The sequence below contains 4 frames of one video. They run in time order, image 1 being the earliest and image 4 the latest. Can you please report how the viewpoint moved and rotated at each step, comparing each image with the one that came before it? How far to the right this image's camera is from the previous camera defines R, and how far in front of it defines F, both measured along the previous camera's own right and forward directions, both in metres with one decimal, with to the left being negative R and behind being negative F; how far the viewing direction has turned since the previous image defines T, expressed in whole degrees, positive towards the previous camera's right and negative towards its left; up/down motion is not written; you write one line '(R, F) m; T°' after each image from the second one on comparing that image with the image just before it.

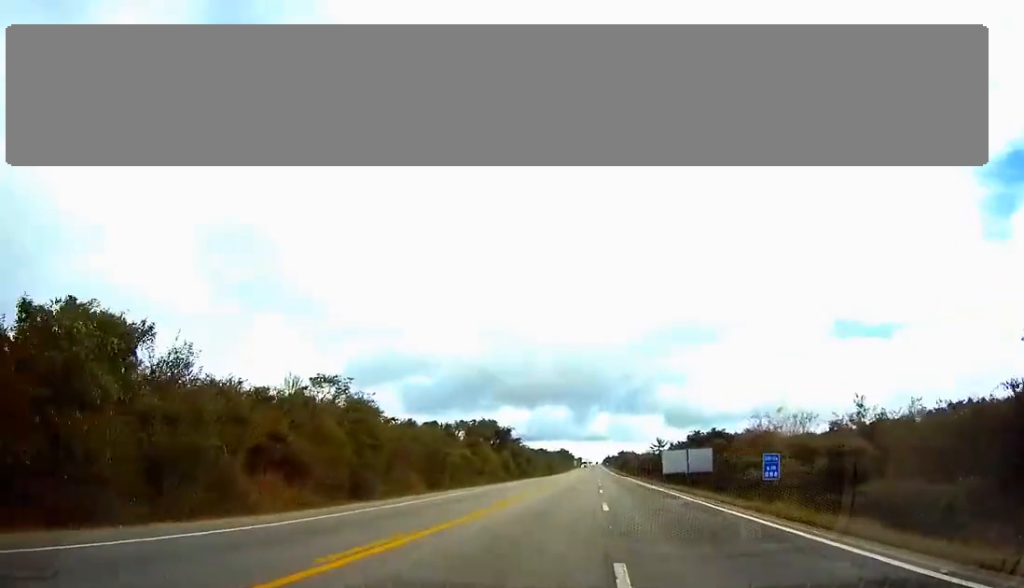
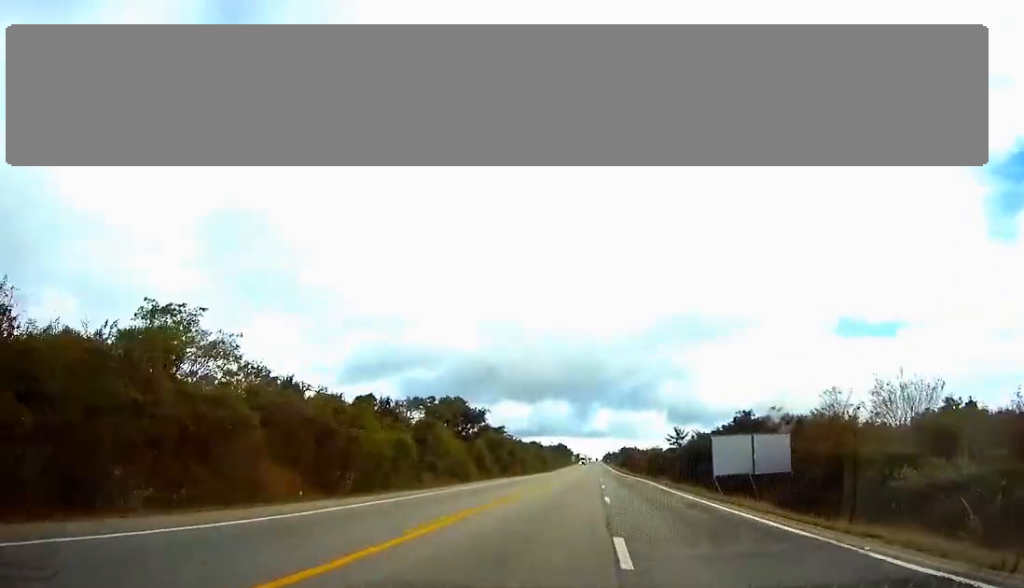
(+0.1, +29.8) m; 0°
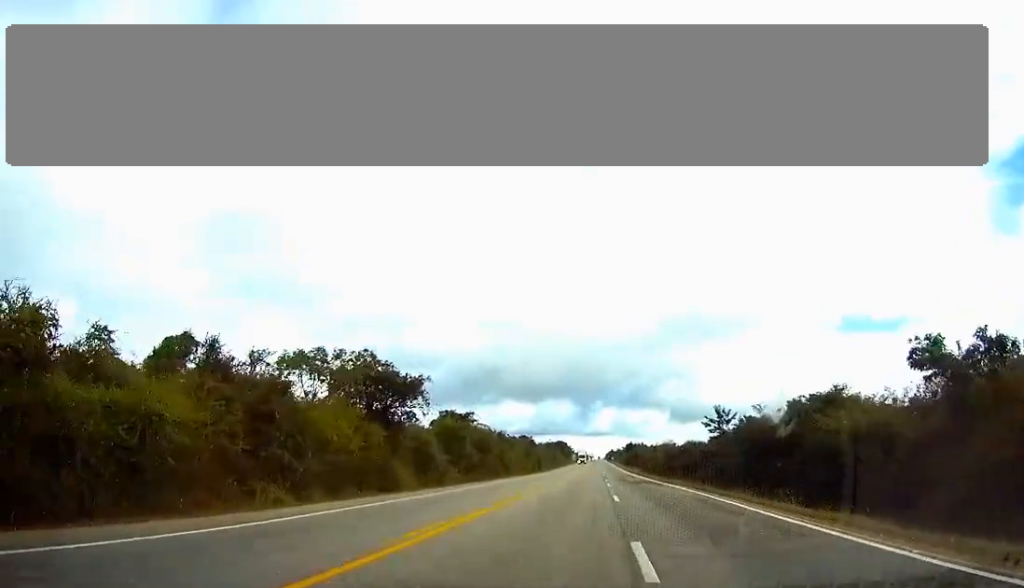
(0.0, +35.1) m; 0°
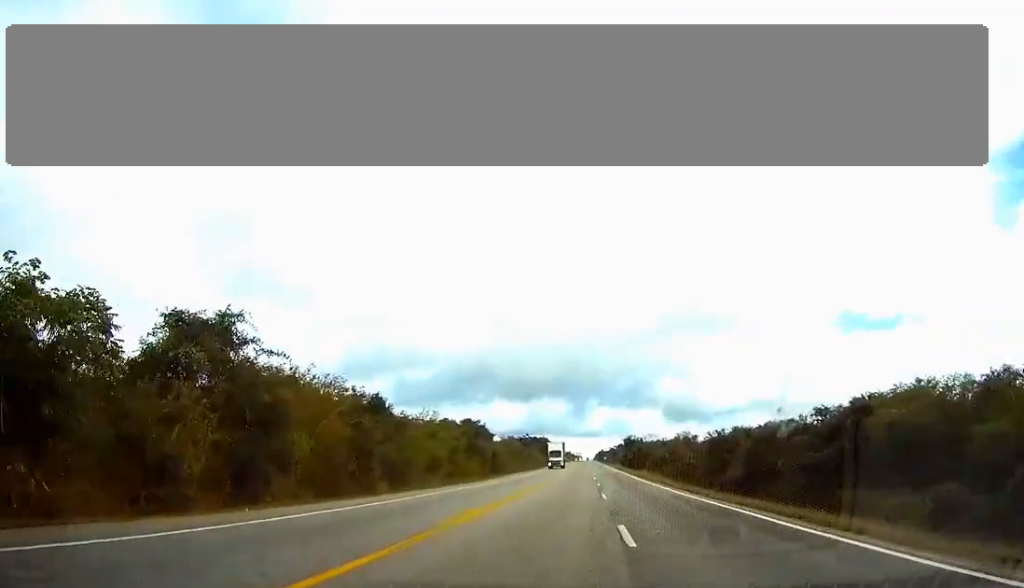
(+0.1, +63.8) m; +1°
